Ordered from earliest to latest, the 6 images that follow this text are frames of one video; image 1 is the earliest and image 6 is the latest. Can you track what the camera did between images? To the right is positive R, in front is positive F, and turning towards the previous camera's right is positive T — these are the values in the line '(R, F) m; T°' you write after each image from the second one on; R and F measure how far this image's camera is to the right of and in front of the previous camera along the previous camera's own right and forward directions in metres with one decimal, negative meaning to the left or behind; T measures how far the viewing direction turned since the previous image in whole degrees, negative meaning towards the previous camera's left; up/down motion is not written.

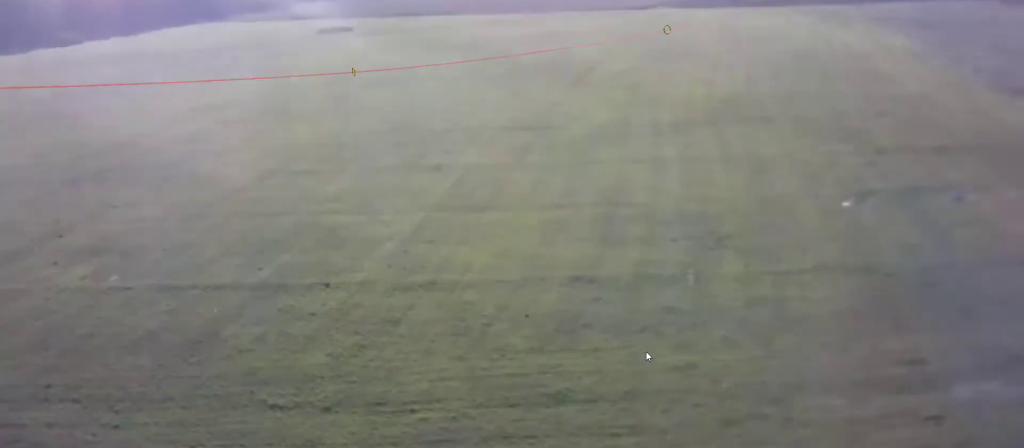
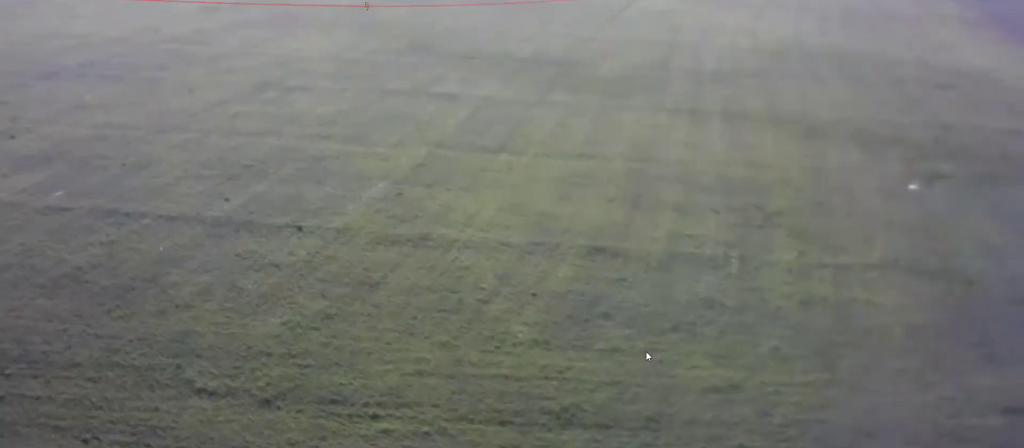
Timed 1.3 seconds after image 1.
(+1.0, +18.0) m; +5°
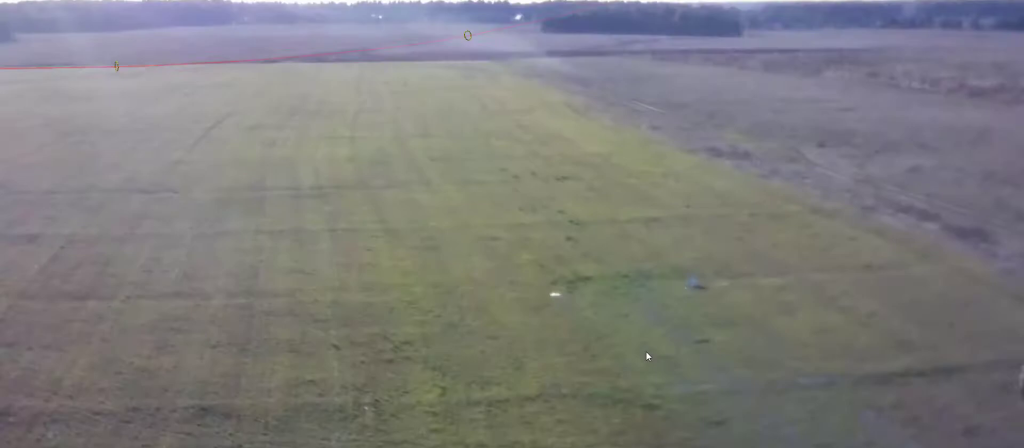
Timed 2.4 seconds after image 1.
(+0.7, +15.2) m; +5°
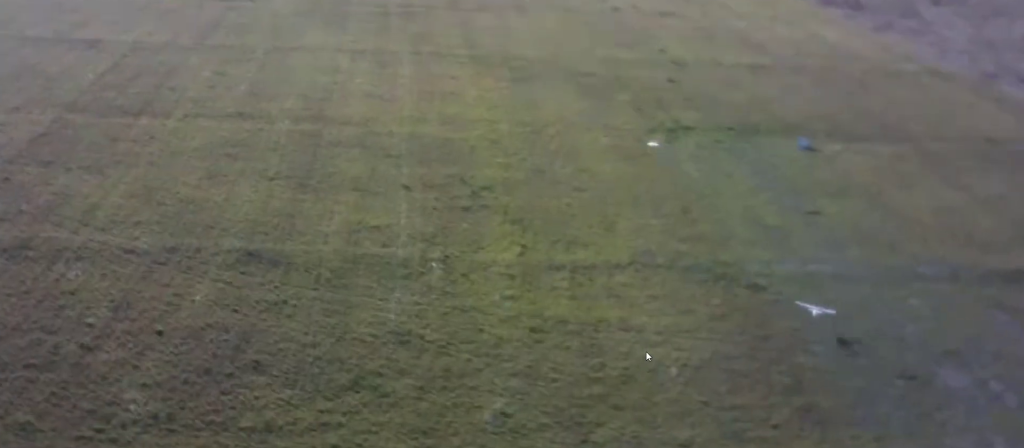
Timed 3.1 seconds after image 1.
(+0.3, +10.1) m; +2°
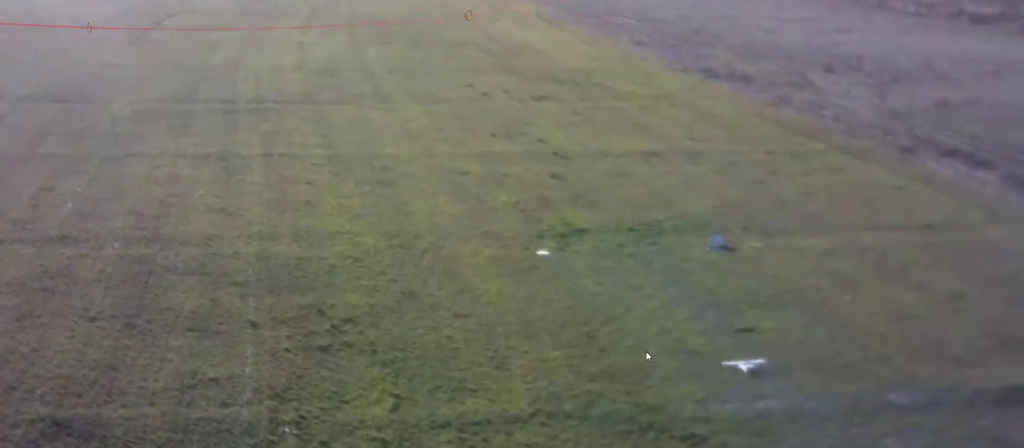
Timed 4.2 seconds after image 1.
(0.0, +15.1) m; +2°
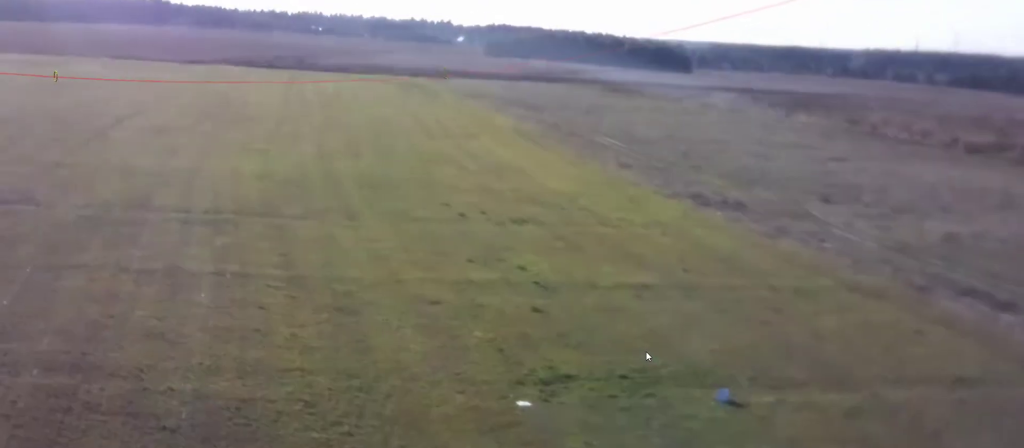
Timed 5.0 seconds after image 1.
(+0.1, +10.9) m; +3°
